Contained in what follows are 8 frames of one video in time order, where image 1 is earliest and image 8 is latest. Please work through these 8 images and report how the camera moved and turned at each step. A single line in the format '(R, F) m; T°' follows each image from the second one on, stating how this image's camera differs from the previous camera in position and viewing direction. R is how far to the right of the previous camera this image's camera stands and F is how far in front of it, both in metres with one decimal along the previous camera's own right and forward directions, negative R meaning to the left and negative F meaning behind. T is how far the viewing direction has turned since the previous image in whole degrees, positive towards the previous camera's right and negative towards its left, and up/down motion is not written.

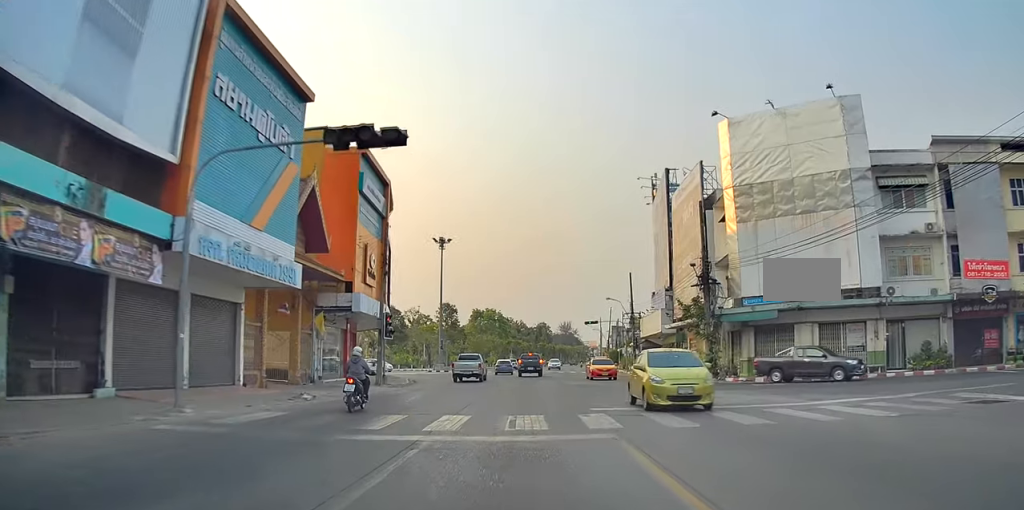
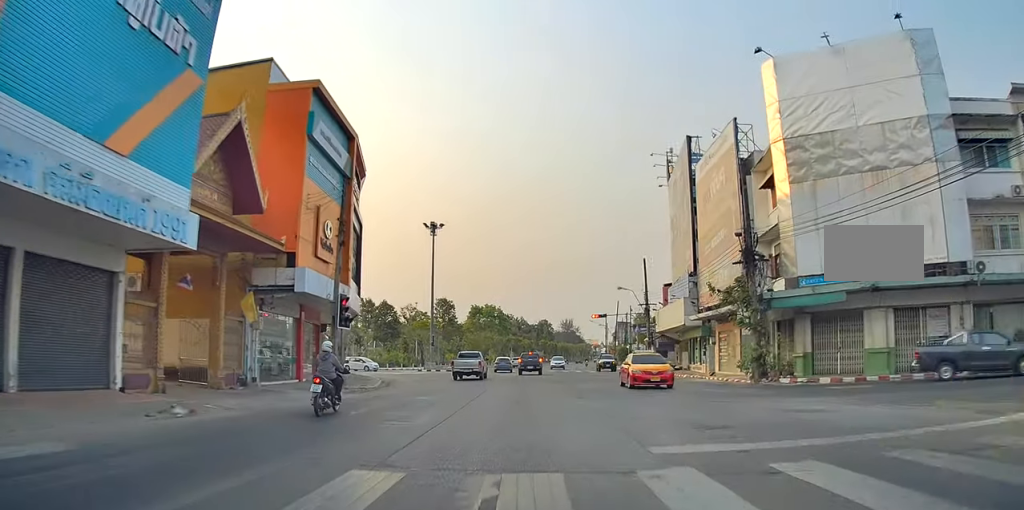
(0.0, +8.0) m; 0°
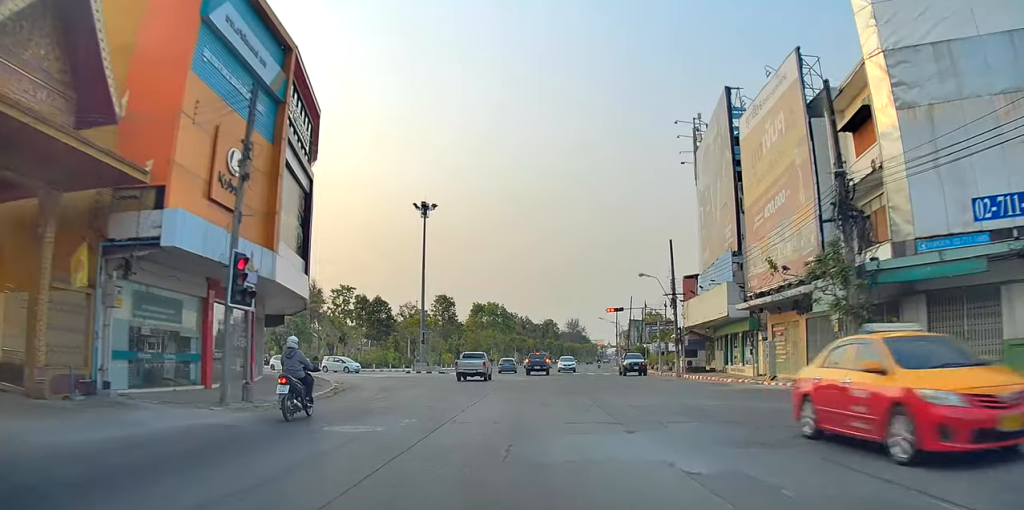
(0.0, +9.4) m; 0°
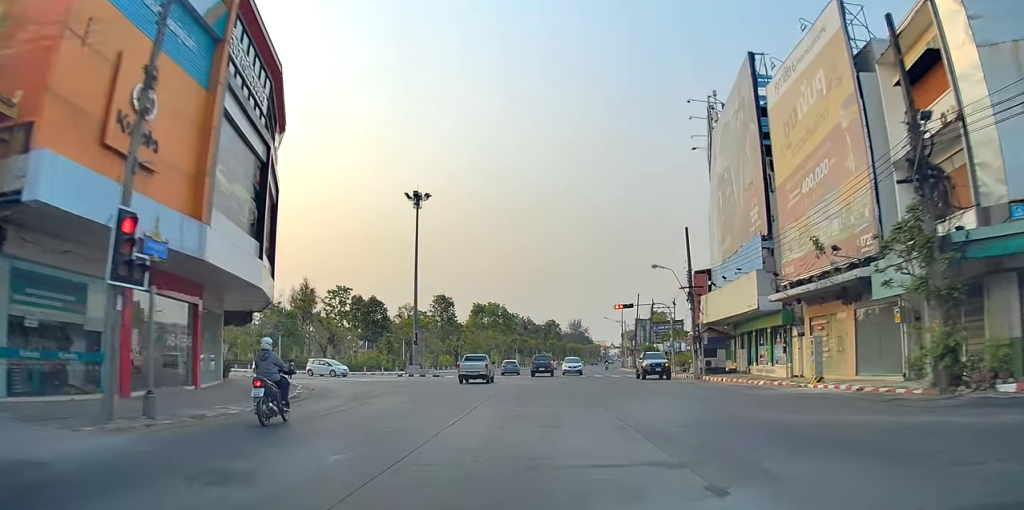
(-0.1, +4.9) m; 0°
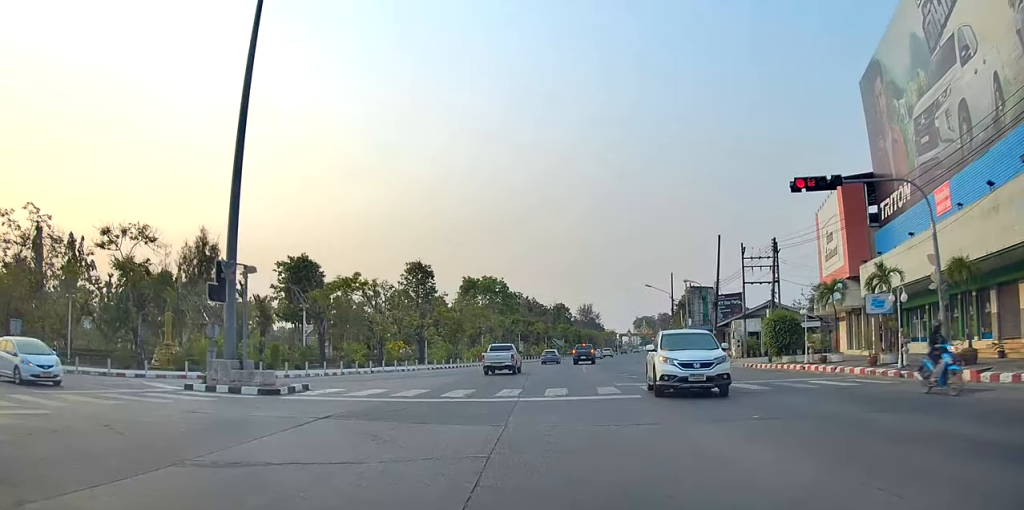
(0.0, +38.6) m; -1°
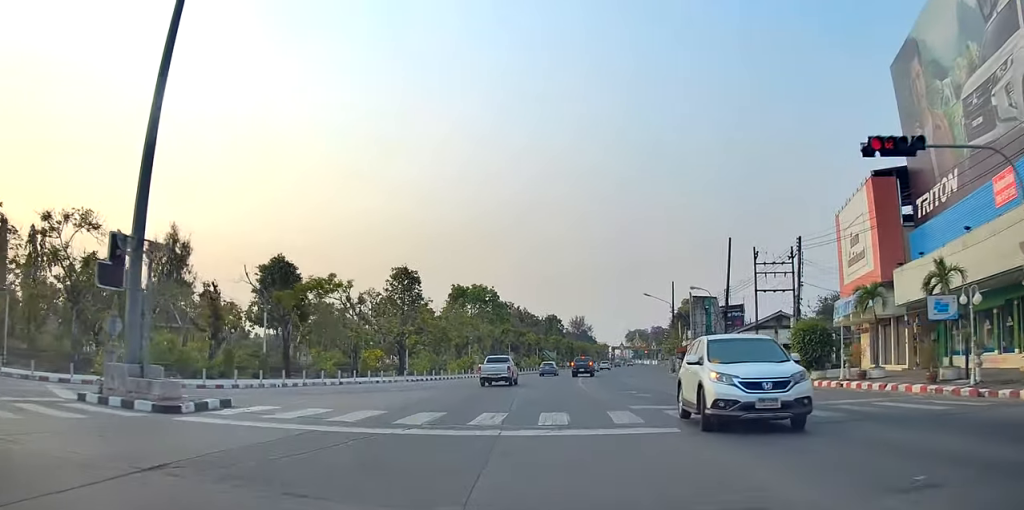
(-0.1, +5.0) m; 0°
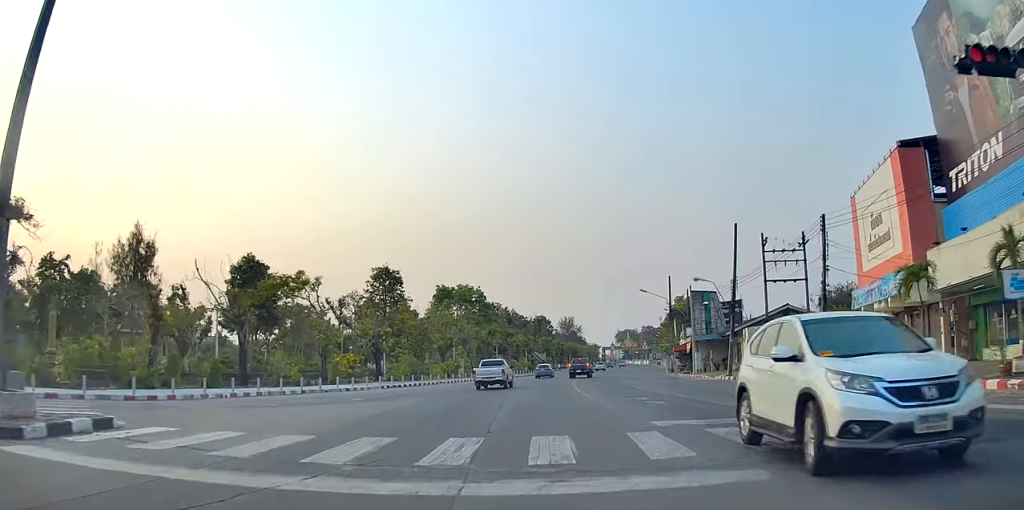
(-0.1, +5.0) m; 0°
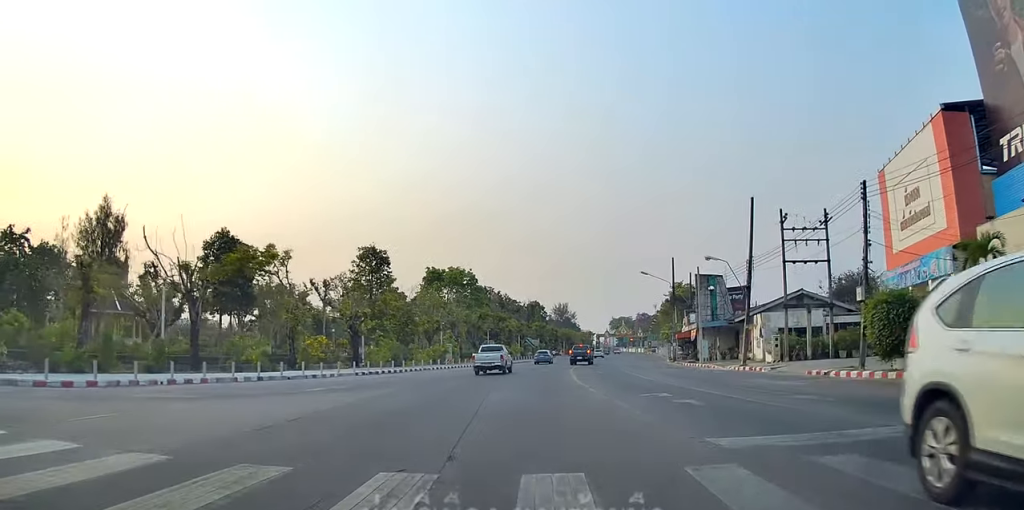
(0.0, +4.8) m; +2°
